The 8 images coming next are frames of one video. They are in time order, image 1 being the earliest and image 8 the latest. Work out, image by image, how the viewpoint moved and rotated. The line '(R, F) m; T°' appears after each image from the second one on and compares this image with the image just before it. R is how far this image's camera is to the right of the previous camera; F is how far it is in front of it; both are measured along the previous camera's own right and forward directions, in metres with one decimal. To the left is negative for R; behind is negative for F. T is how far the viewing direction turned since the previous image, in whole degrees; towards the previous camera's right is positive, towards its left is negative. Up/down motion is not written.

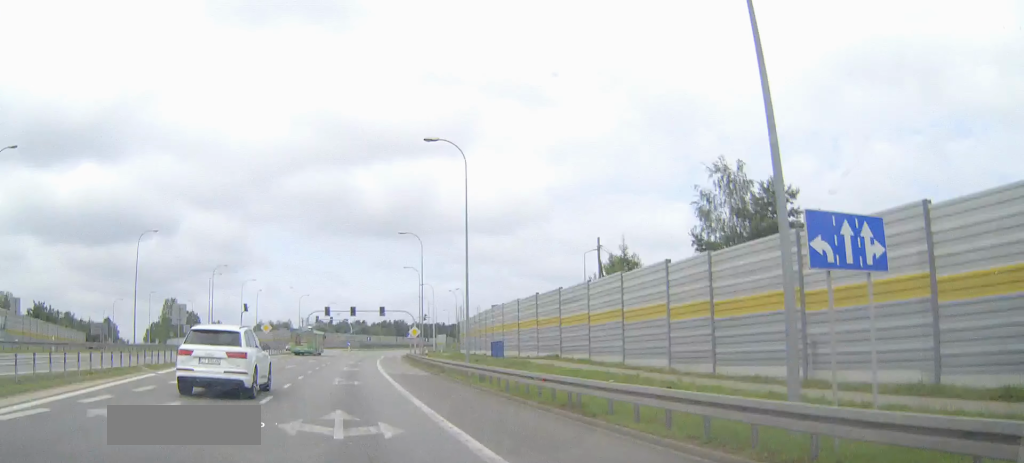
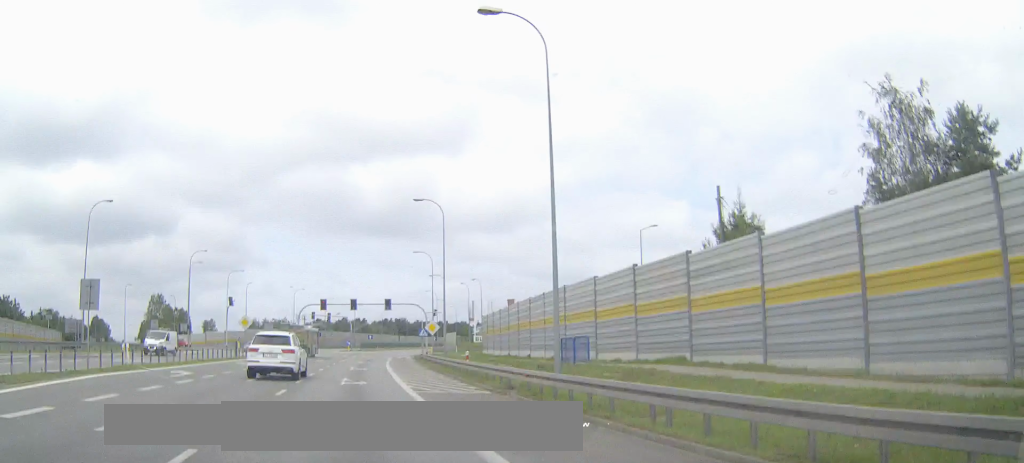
(0.0, +16.1) m; 0°
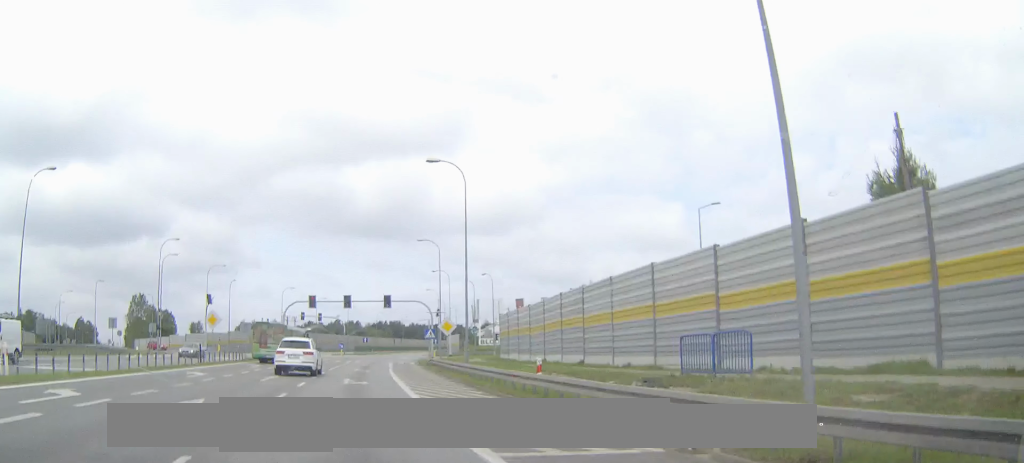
(0.0, +12.6) m; +1°
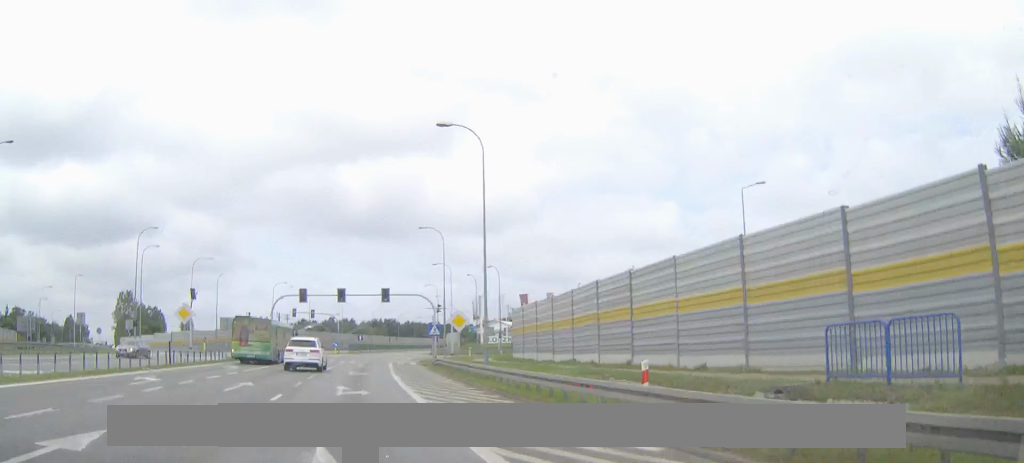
(0.0, +6.6) m; 0°
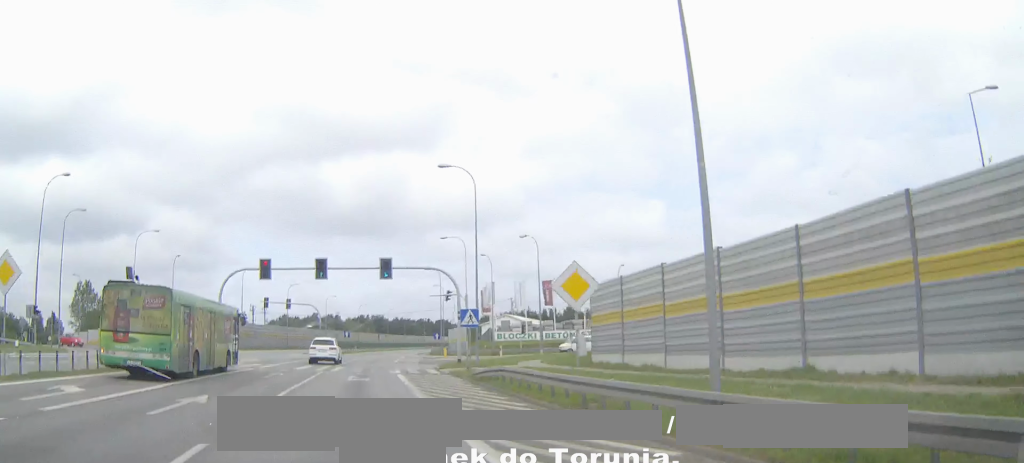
(+0.3, +22.2) m; +1°
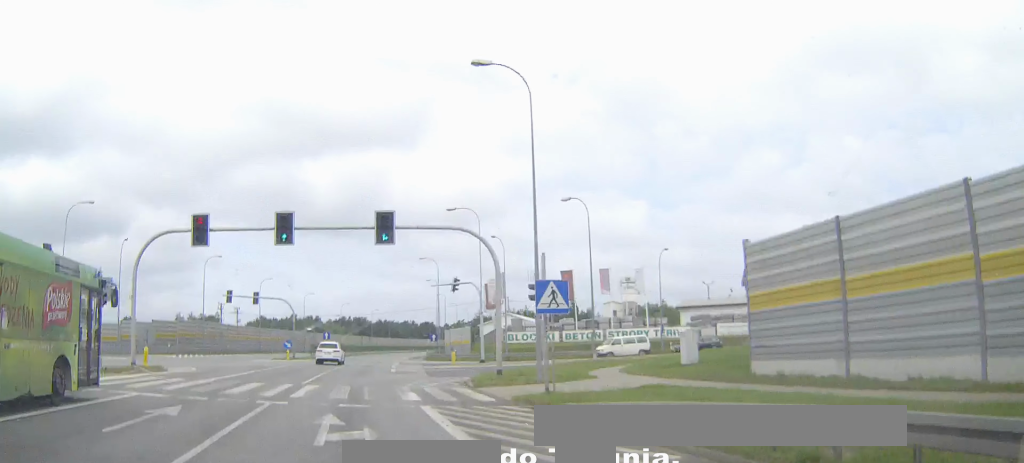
(+0.2, +17.2) m; +1°
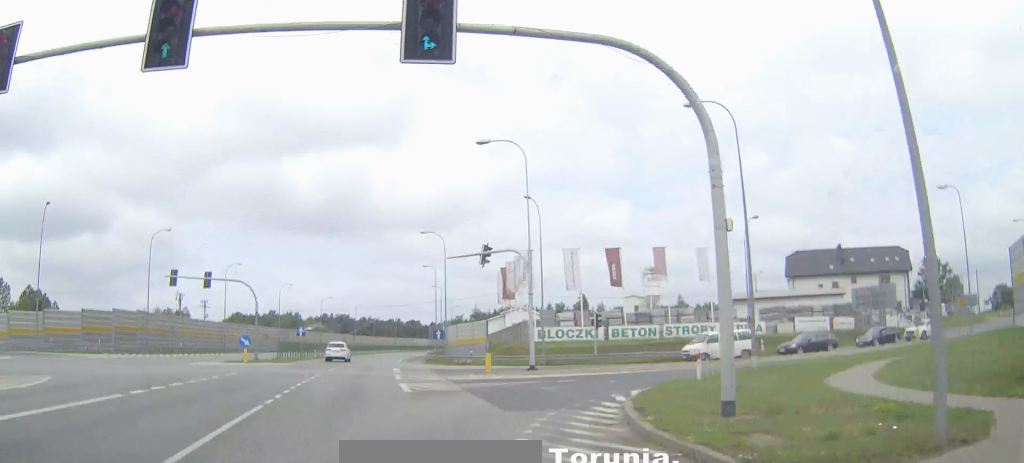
(+0.3, +19.5) m; +1°
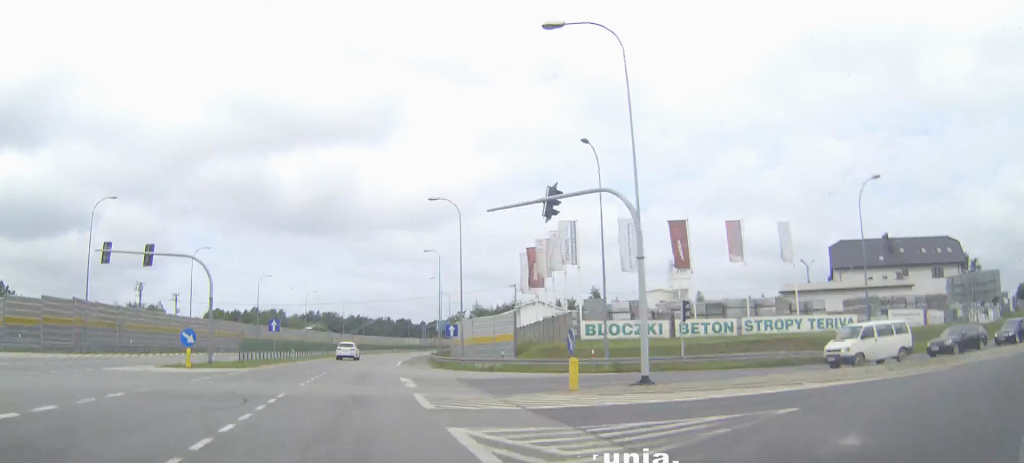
(+0.1, +15.3) m; +1°
